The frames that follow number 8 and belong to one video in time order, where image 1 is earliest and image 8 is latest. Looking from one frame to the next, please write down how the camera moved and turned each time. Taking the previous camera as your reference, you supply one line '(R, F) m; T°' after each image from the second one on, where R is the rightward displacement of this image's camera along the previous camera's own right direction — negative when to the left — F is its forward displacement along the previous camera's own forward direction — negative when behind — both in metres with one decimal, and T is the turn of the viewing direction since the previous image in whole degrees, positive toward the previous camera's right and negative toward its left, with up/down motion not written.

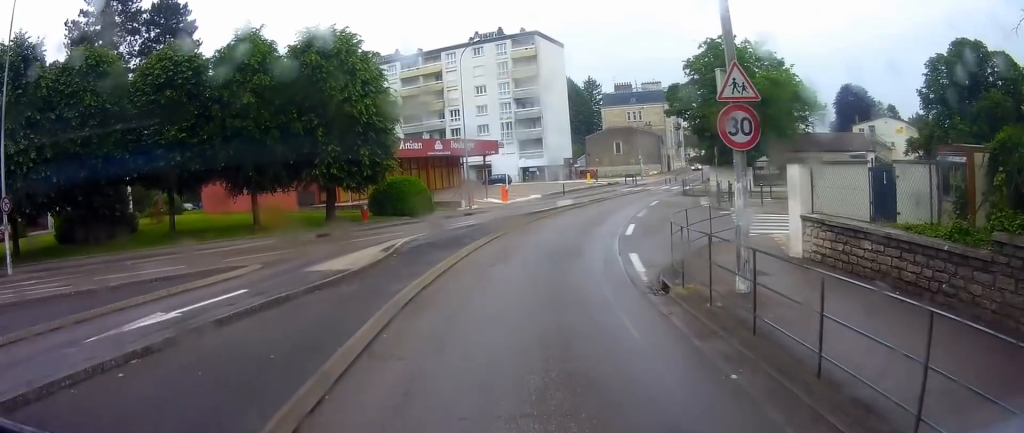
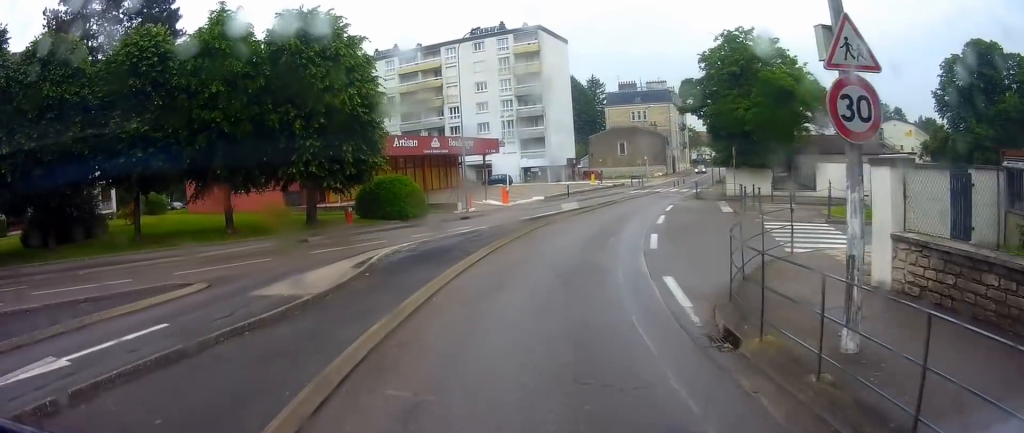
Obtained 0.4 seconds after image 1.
(+0.2, +2.9) m; +3°
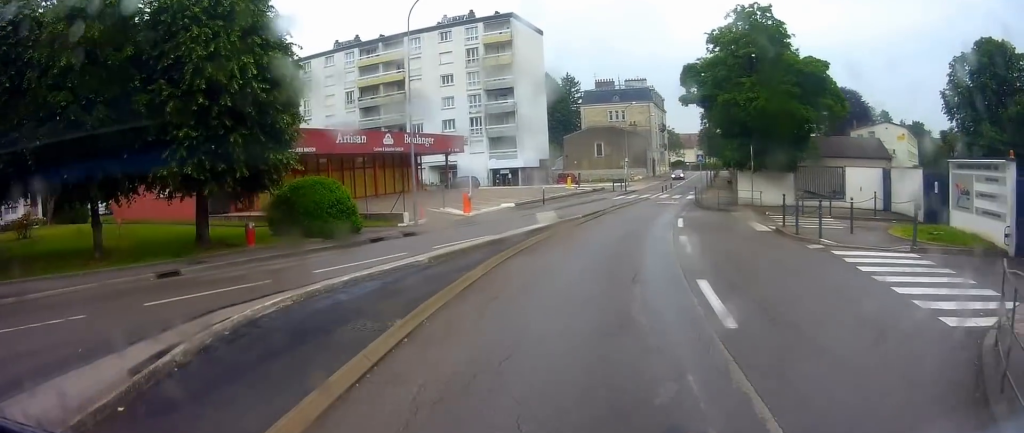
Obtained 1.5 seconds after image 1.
(+0.2, +7.0) m; -1°
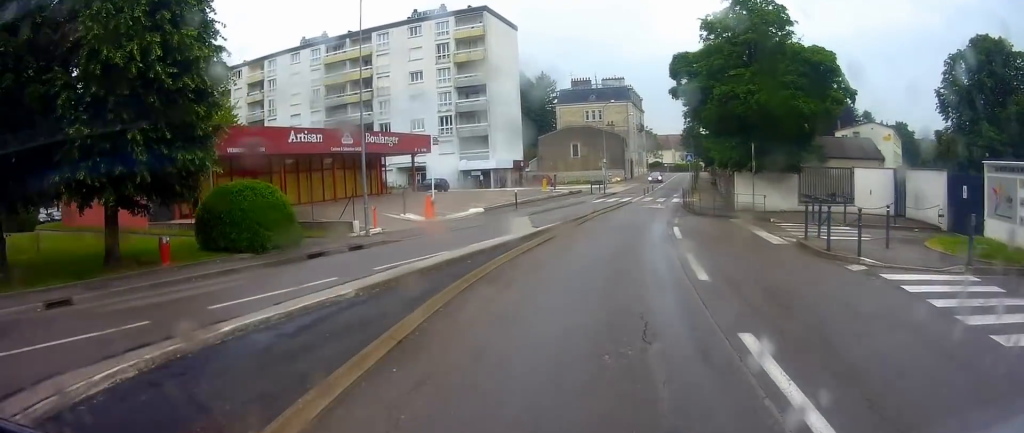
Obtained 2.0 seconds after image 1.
(-0.1, +3.5) m; +2°
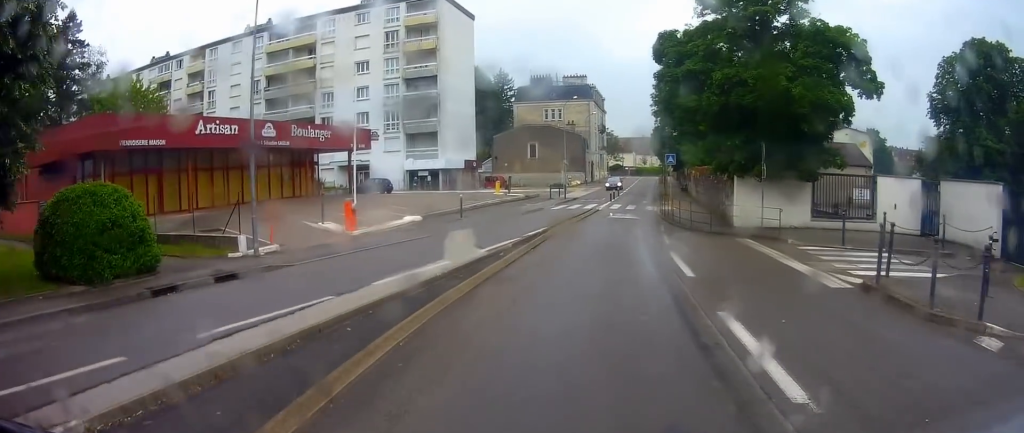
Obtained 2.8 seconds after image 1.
(0.0, +5.7) m; +5°
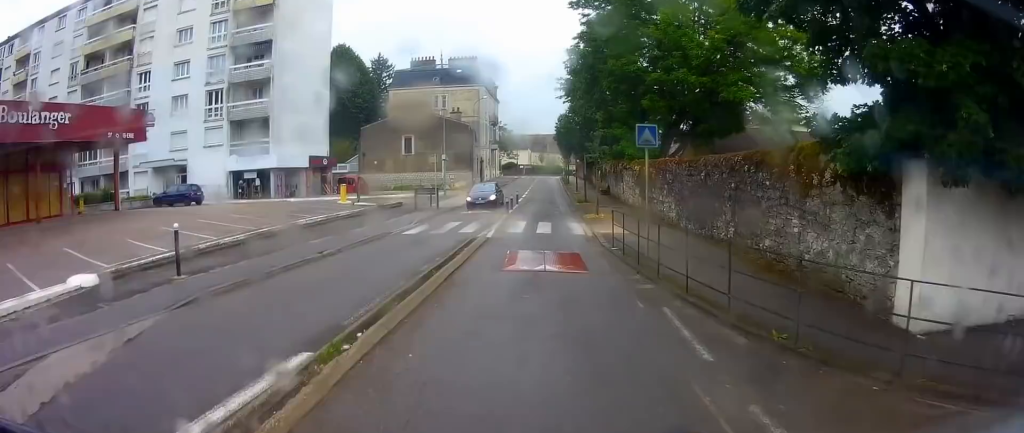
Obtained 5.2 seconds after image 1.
(+1.6, +15.4) m; +6°
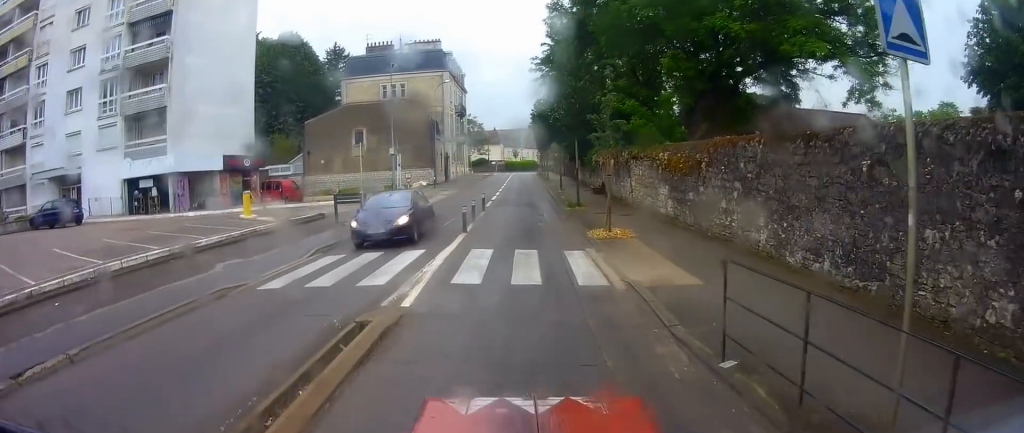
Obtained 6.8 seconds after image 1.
(0.0, +9.7) m; +1°
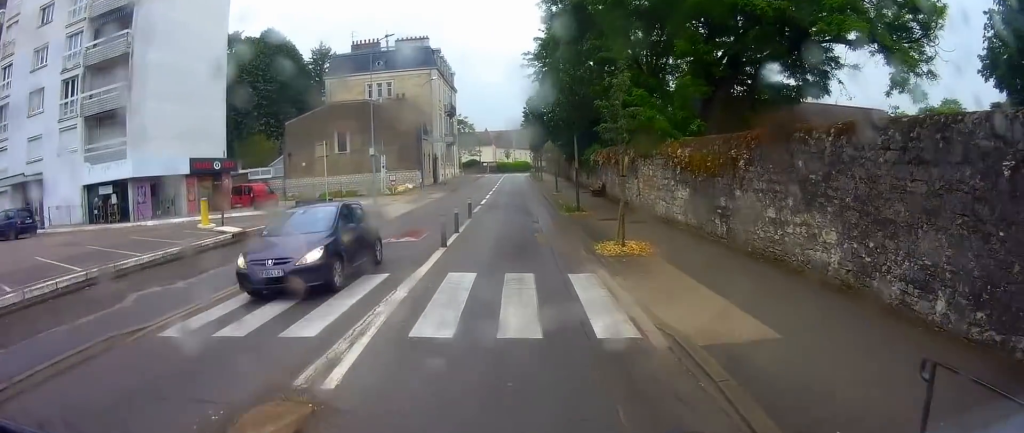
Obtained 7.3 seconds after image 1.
(-0.1, +3.2) m; +3°
